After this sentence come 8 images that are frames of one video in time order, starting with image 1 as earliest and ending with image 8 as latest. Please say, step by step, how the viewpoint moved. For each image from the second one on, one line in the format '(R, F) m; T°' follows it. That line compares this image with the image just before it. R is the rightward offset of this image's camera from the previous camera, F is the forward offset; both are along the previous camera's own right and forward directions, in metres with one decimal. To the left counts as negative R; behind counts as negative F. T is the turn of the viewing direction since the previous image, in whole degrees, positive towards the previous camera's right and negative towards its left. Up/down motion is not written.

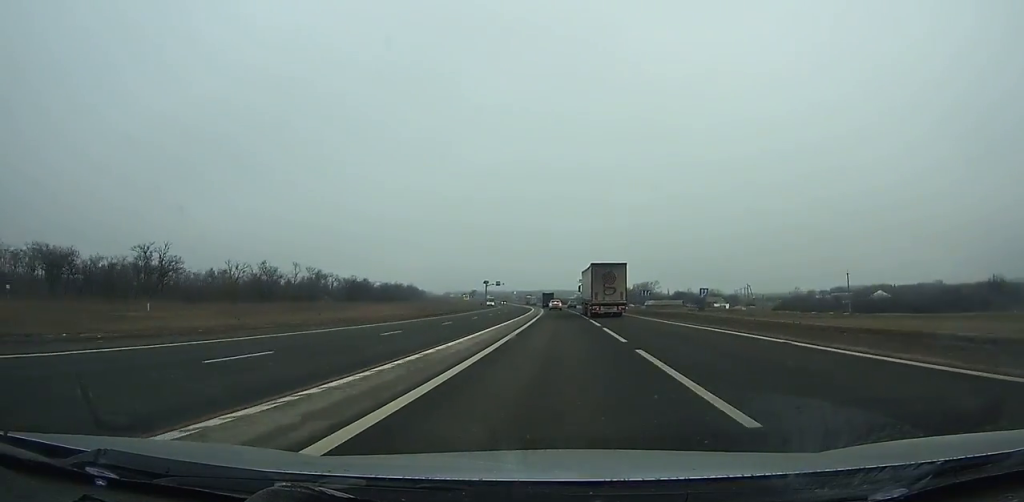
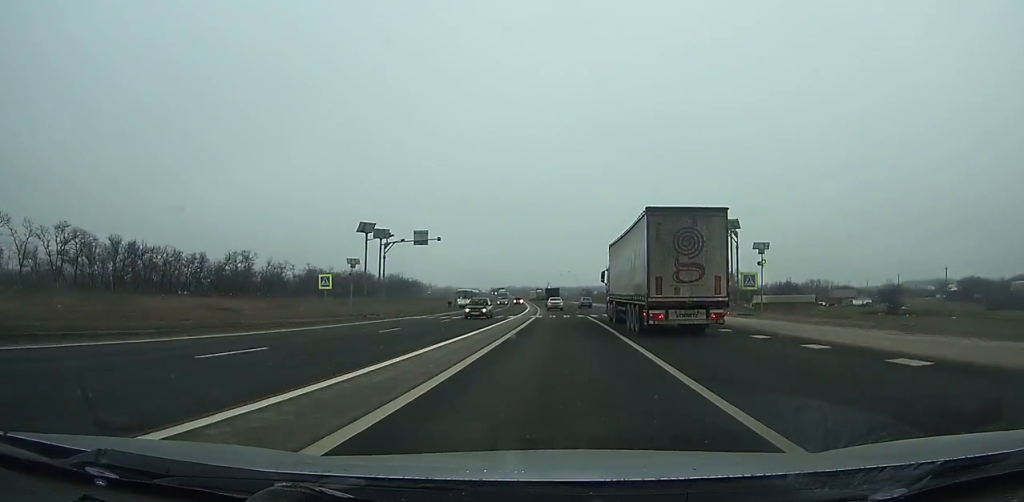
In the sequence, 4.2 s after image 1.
(-3.5, +107.9) m; -5°
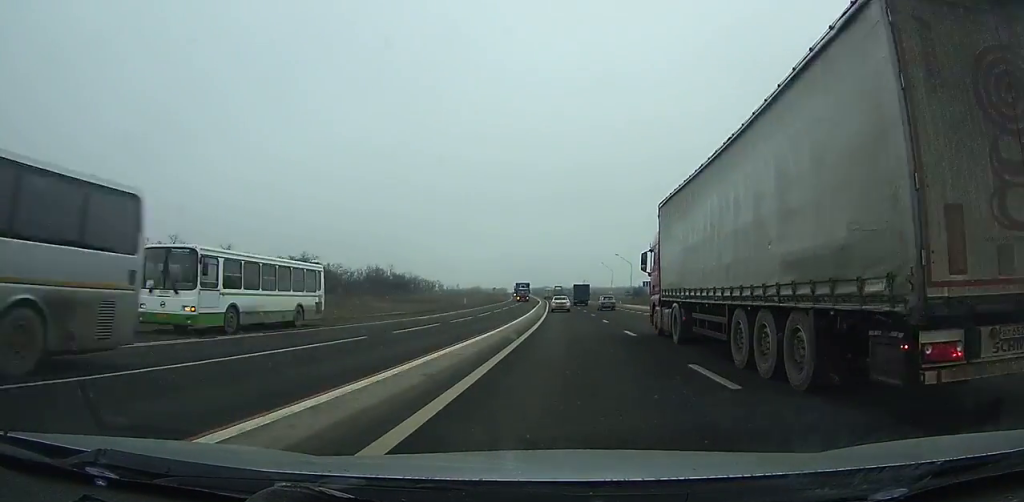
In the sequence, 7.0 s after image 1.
(-2.4, +69.1) m; -3°
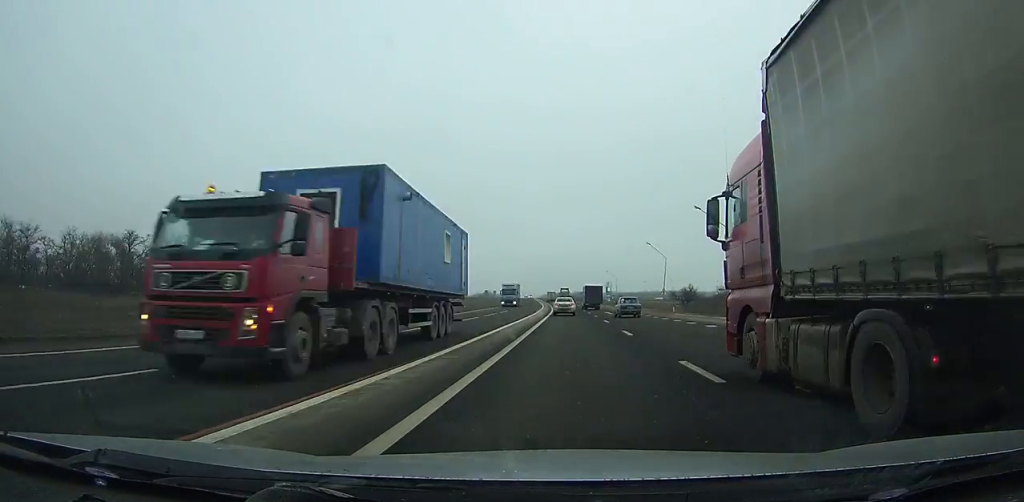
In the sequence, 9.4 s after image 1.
(-1.2, +57.6) m; -2°
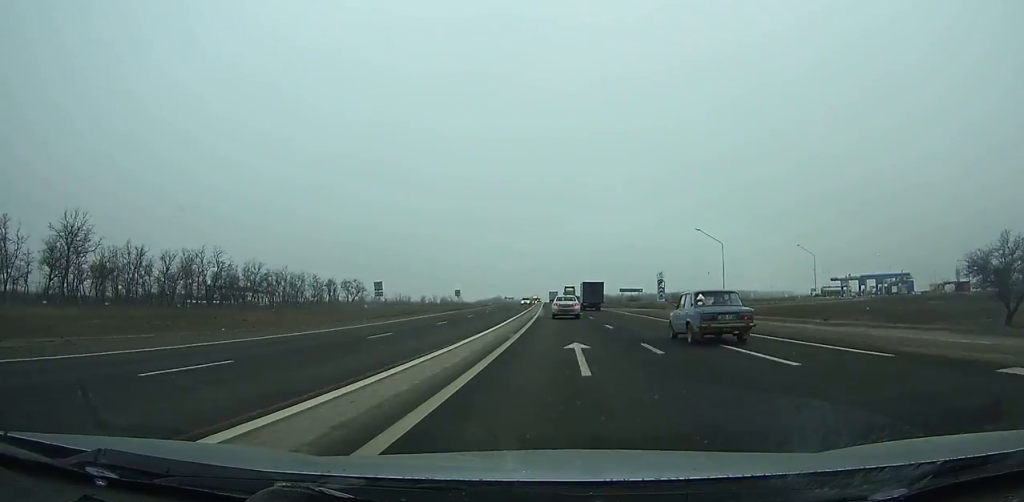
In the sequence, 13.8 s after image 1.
(-2.0, +102.0) m; -2°
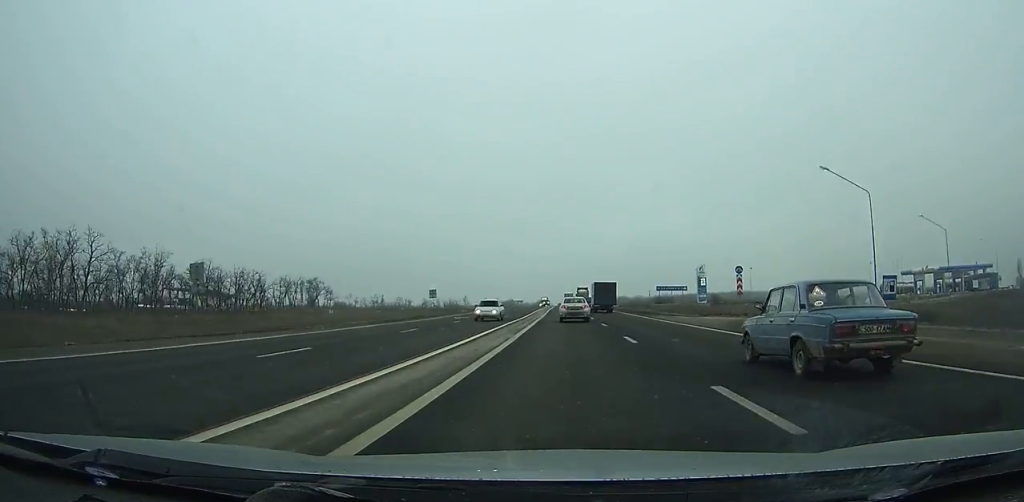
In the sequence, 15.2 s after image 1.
(-0.4, +31.2) m; -1°
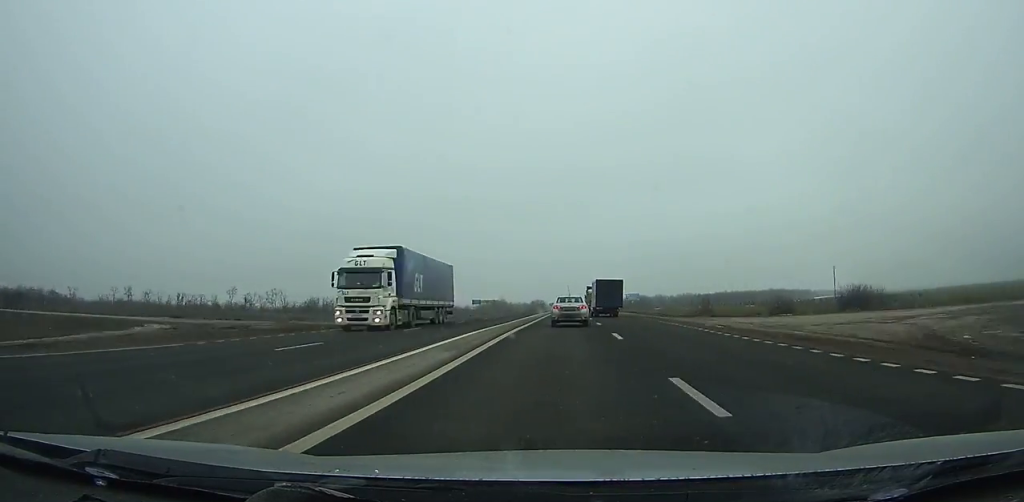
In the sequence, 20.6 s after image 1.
(-1.1, +115.8) m; 0°
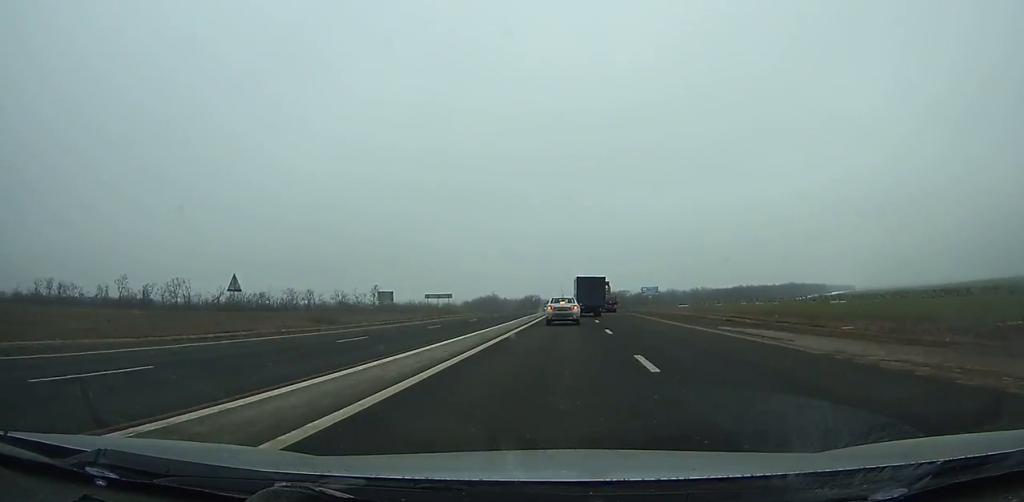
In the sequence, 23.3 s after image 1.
(+0.1, +55.3) m; 0°
